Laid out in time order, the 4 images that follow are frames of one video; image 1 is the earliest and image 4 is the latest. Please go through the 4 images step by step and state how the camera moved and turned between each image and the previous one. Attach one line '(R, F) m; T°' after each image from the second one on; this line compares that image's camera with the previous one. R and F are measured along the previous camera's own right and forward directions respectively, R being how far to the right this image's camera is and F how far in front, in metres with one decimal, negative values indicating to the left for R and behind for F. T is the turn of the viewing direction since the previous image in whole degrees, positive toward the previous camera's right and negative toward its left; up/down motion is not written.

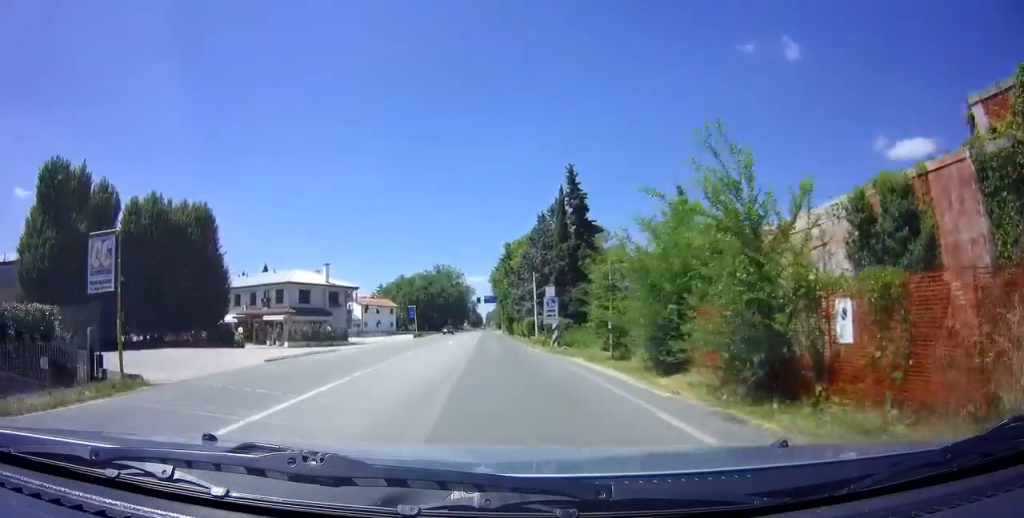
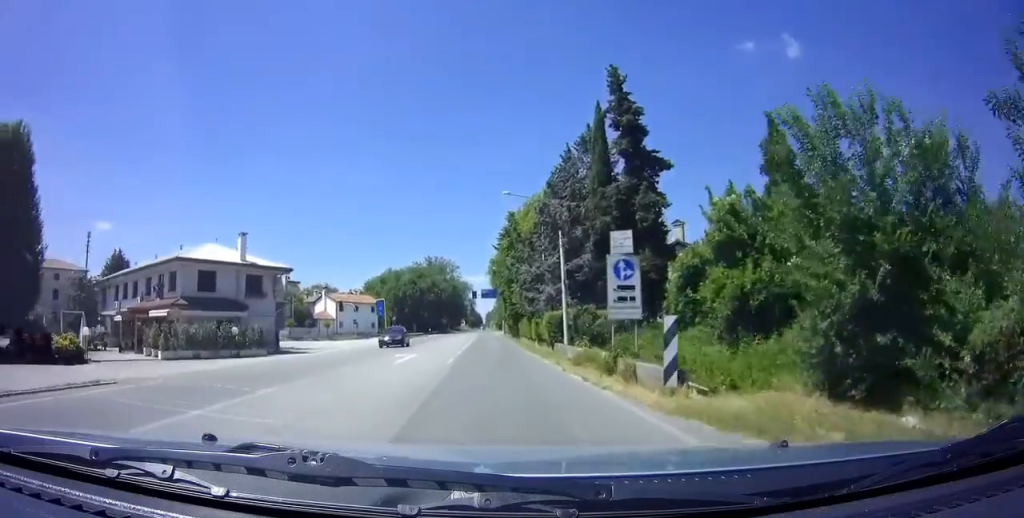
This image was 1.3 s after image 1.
(0.0, +18.2) m; -1°
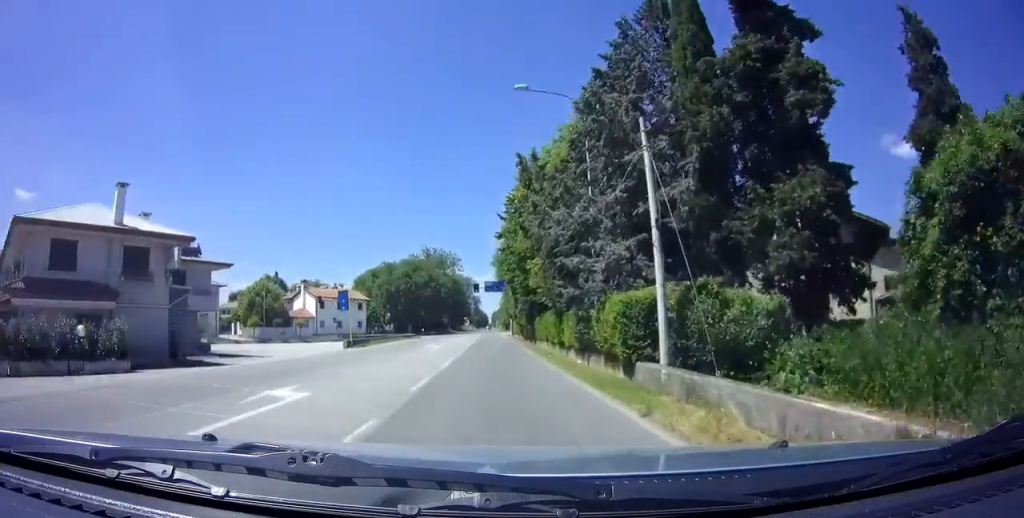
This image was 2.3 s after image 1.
(-0.2, +14.4) m; -1°
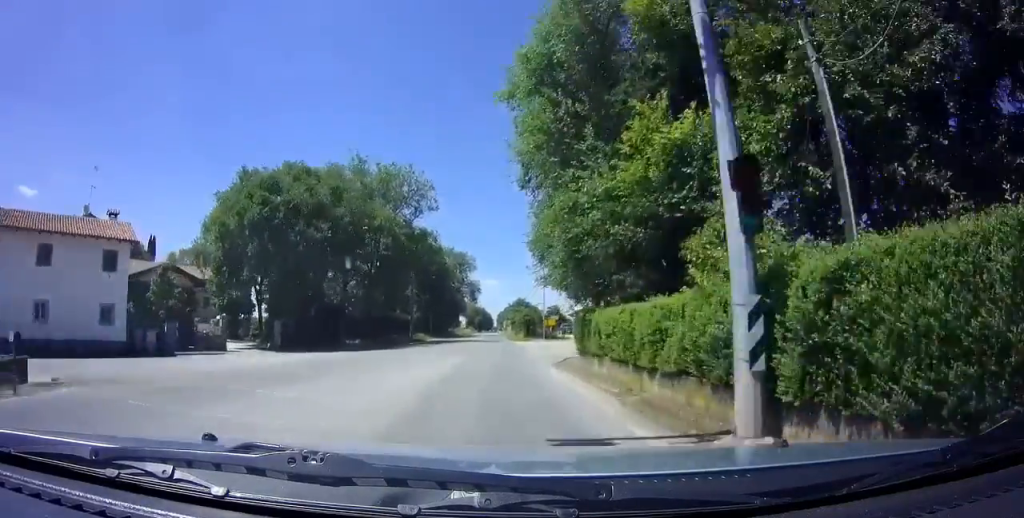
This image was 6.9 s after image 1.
(0.0, +65.3) m; 0°
